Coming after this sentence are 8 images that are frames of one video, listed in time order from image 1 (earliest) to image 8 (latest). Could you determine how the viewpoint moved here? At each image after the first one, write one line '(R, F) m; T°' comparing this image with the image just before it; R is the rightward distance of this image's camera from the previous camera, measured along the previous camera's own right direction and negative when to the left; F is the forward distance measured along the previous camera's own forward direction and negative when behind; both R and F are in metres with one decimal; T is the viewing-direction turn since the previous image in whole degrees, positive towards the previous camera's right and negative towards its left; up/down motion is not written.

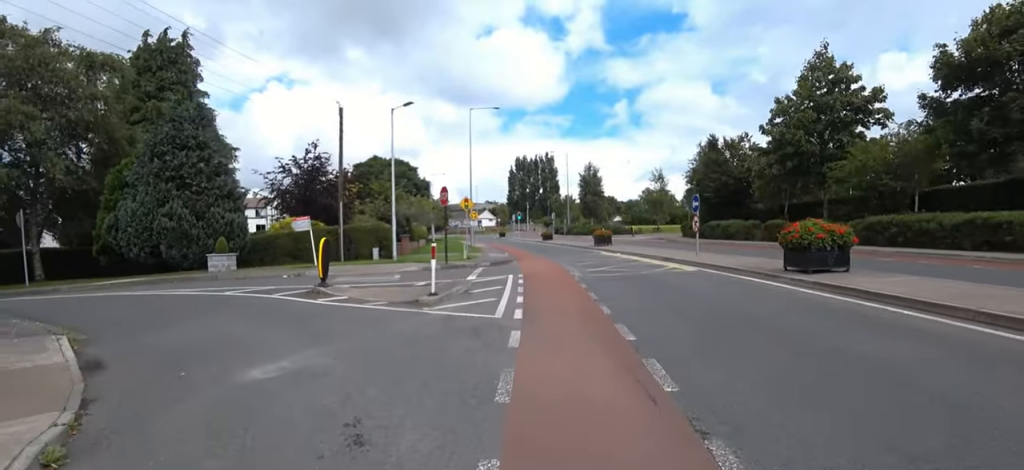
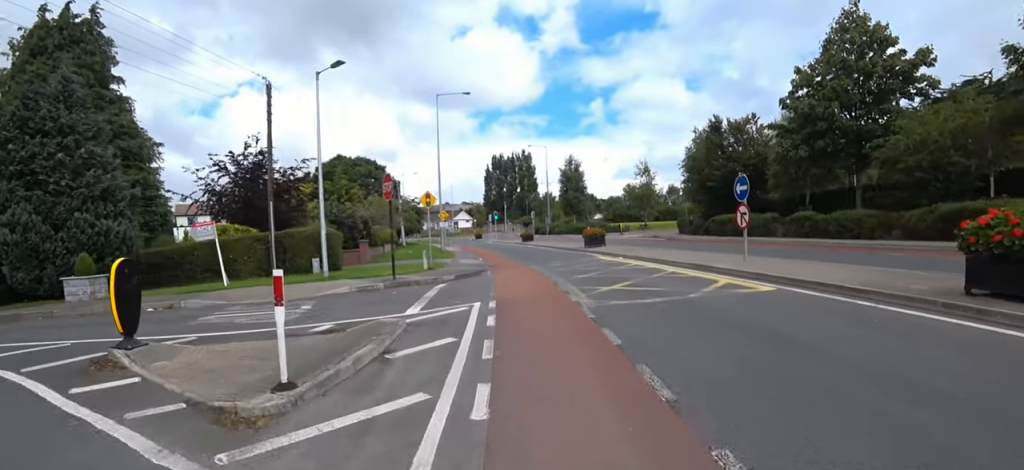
(0.0, +5.0) m; +4°
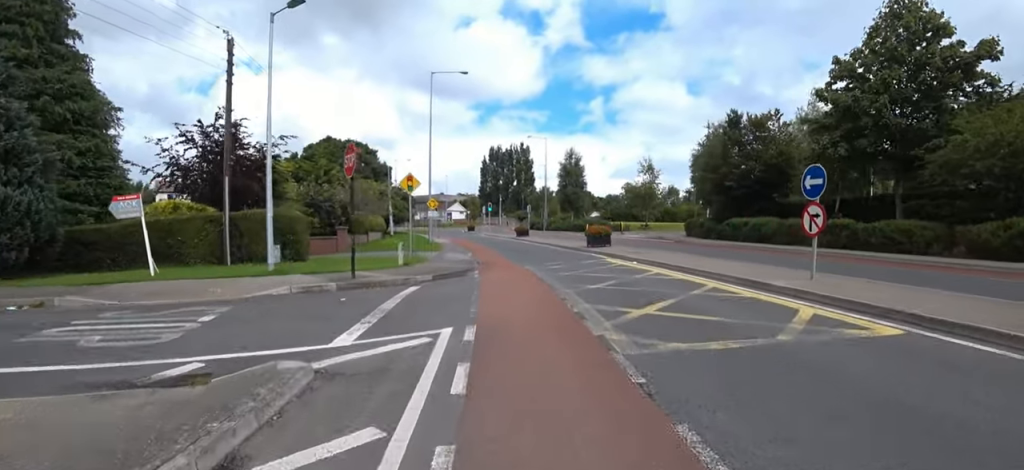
(+0.1, +2.9) m; +2°
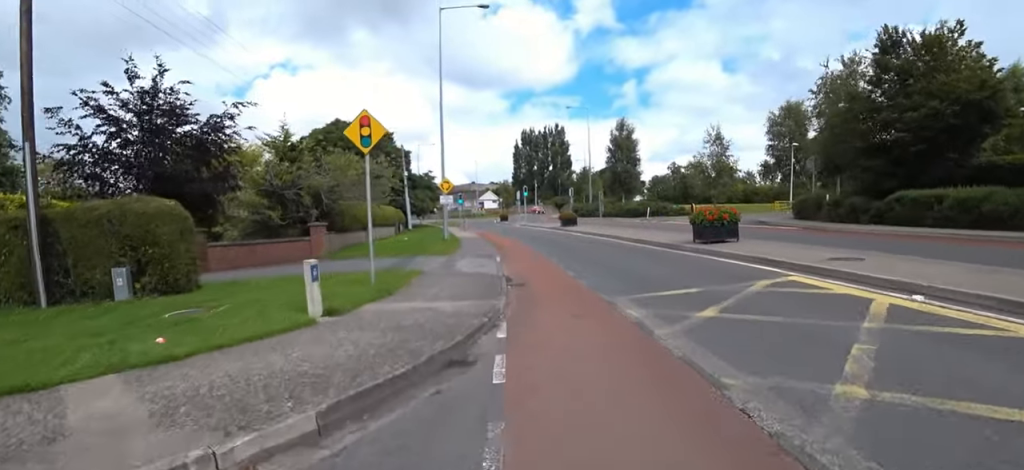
(+0.4, +8.9) m; -11°
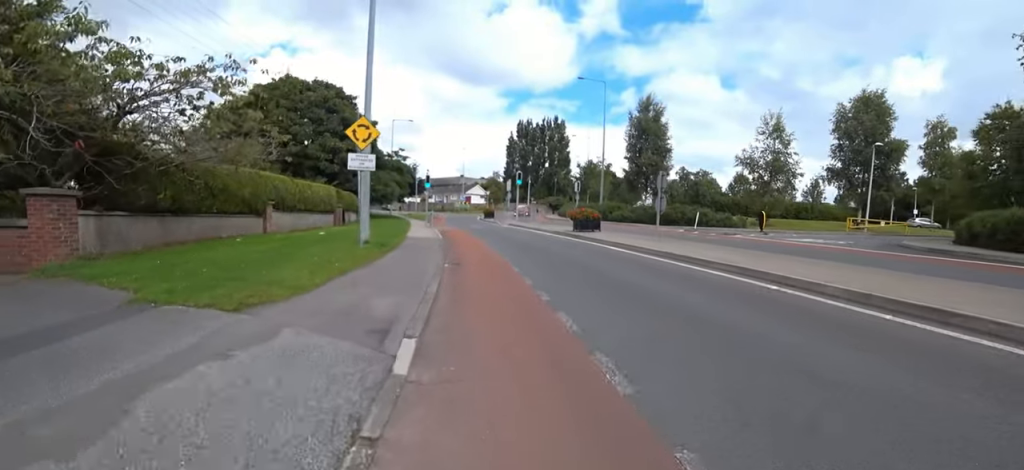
(-0.7, +11.4) m; +4°
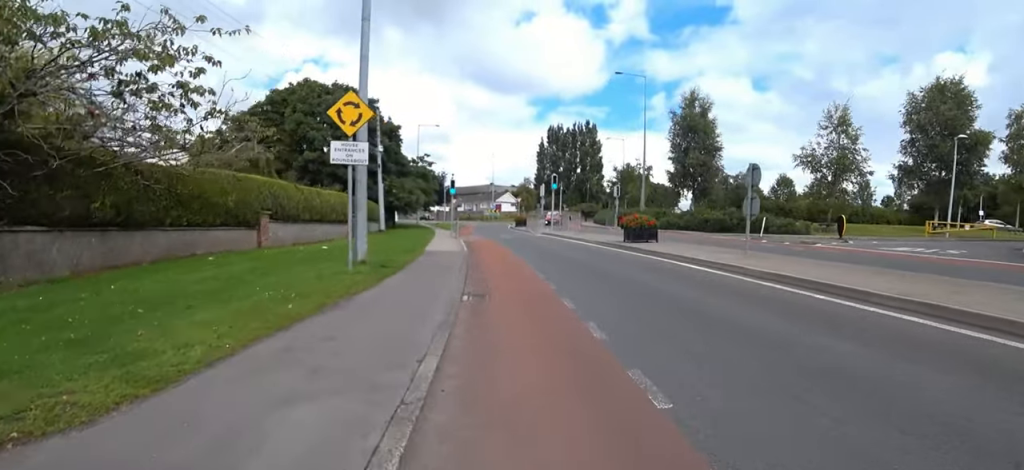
(0.0, +3.0) m; 0°
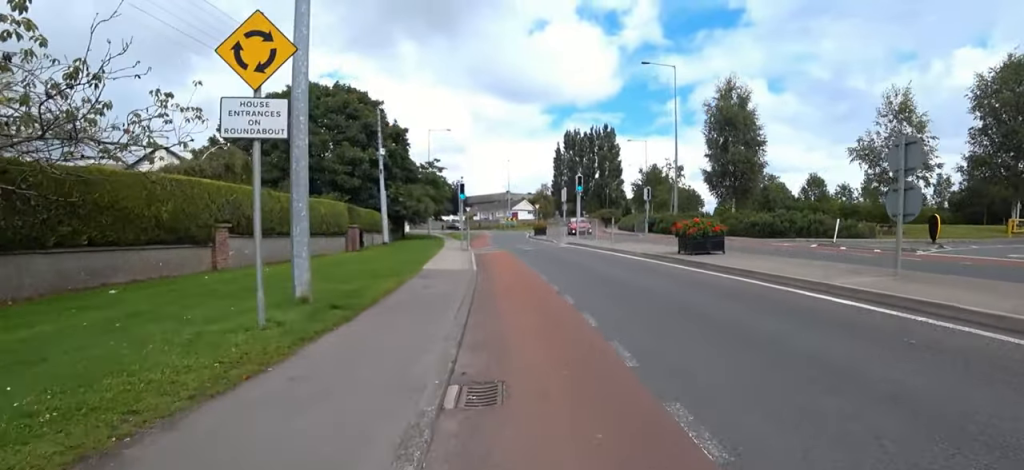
(0.0, +3.6) m; -1°
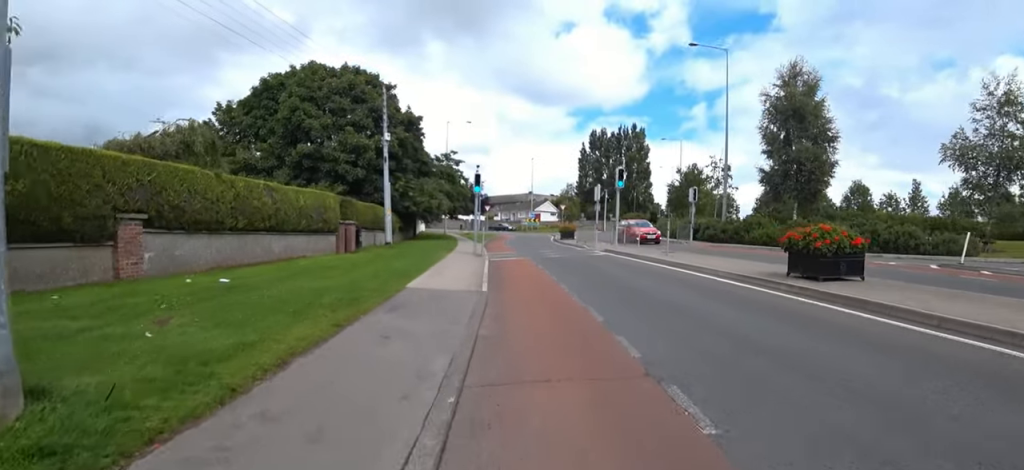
(0.0, +4.1) m; -4°
